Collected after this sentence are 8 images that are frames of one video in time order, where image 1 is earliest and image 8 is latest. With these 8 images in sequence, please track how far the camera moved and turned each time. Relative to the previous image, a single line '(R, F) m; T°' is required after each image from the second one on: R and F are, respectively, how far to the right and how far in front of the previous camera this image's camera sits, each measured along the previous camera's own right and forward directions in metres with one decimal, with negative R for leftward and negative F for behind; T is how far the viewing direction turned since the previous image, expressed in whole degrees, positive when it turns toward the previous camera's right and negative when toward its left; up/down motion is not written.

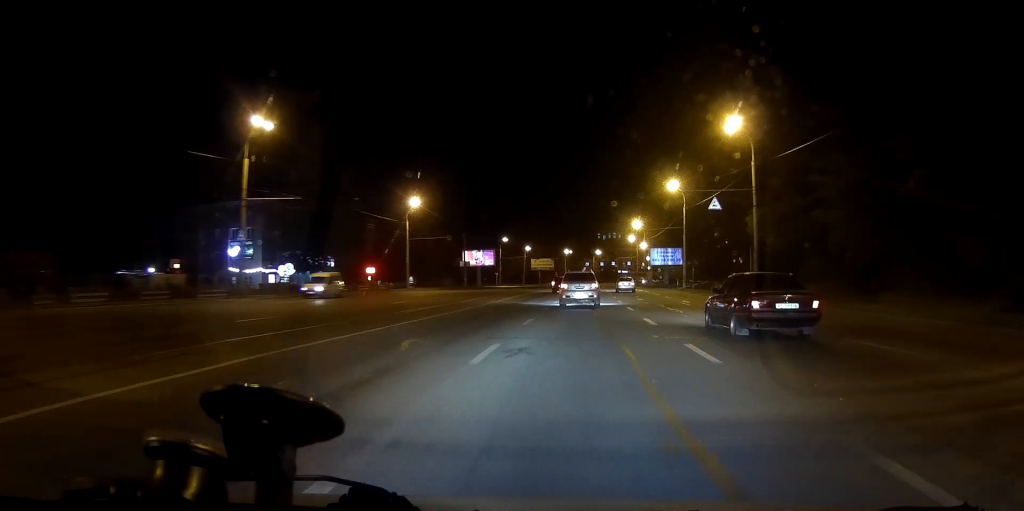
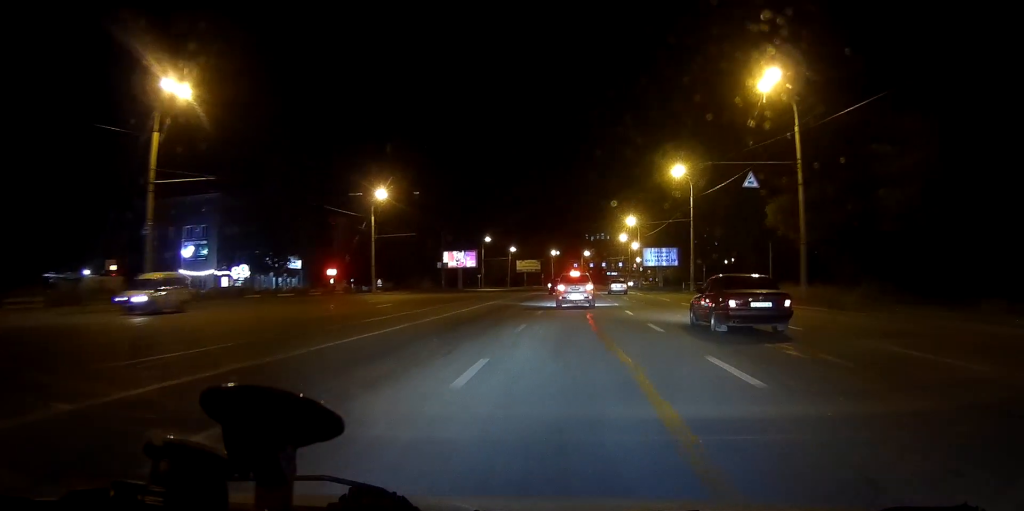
(0.0, +11.1) m; 0°
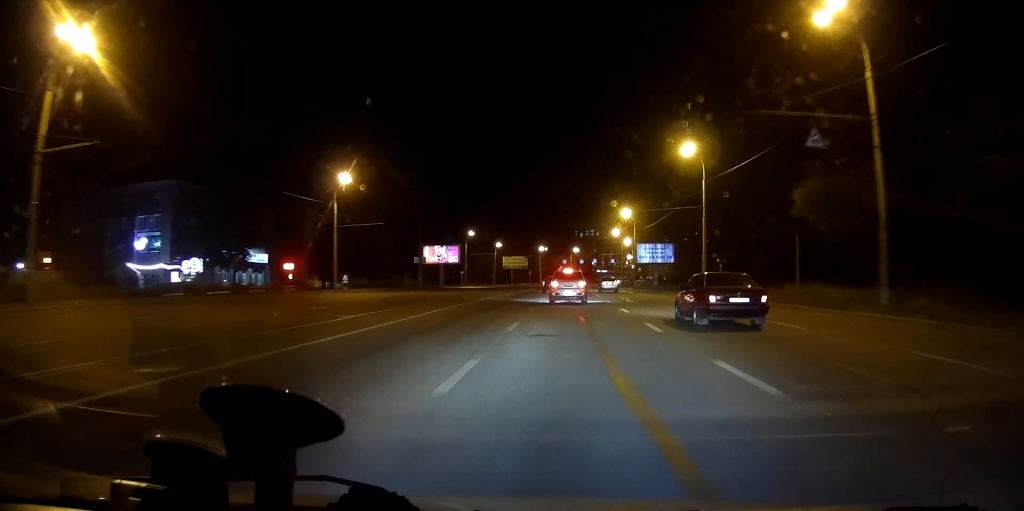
(0.0, +9.9) m; 0°
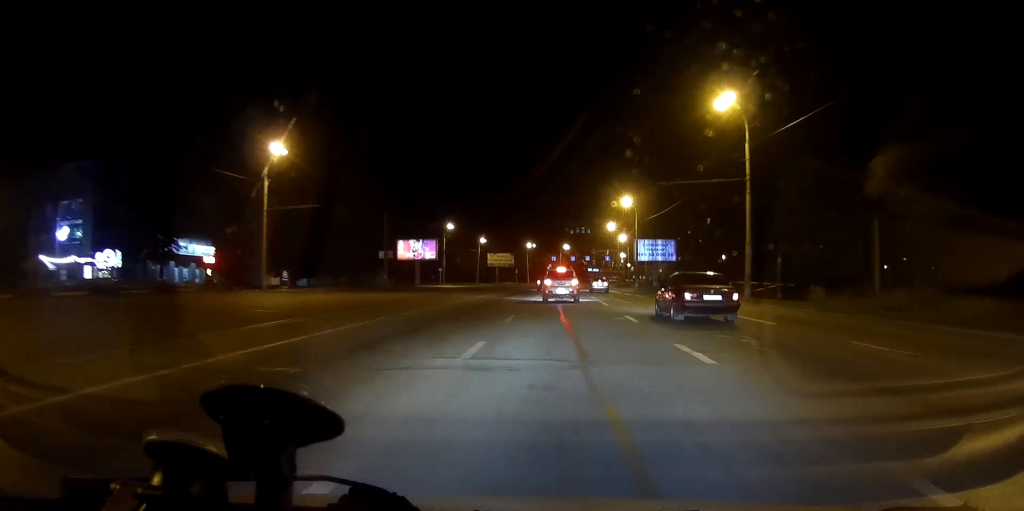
(0.0, +15.1) m; 0°
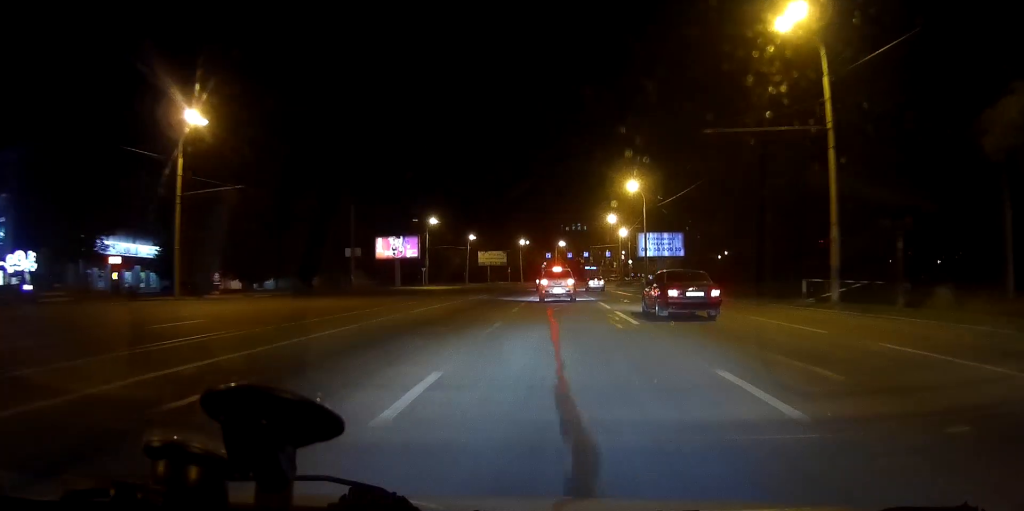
(0.0, +12.9) m; 0°
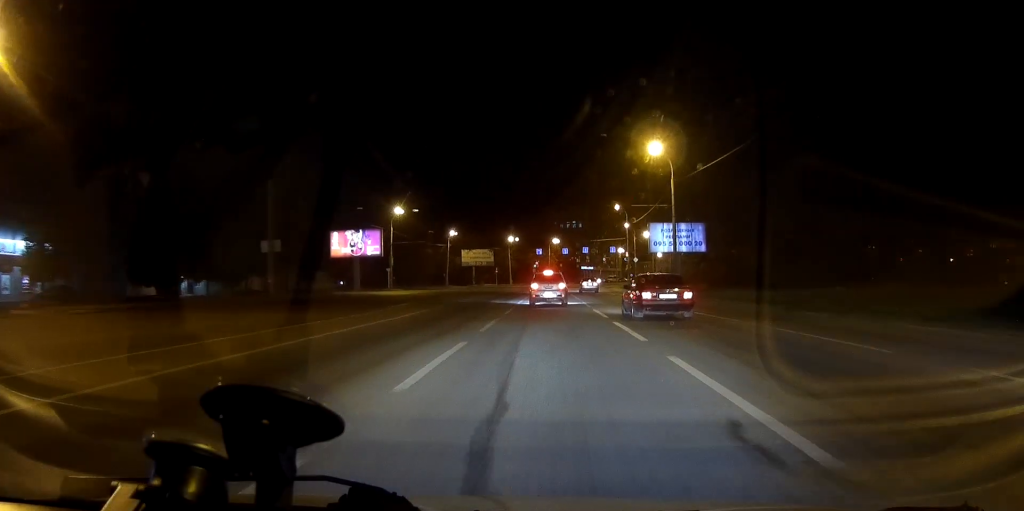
(-0.1, +21.7) m; +1°
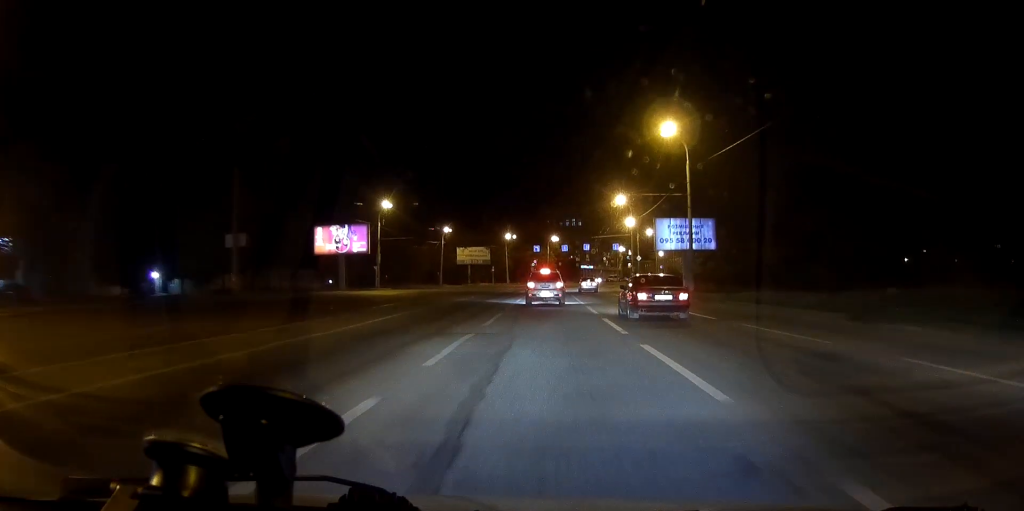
(+0.1, +6.6) m; +1°
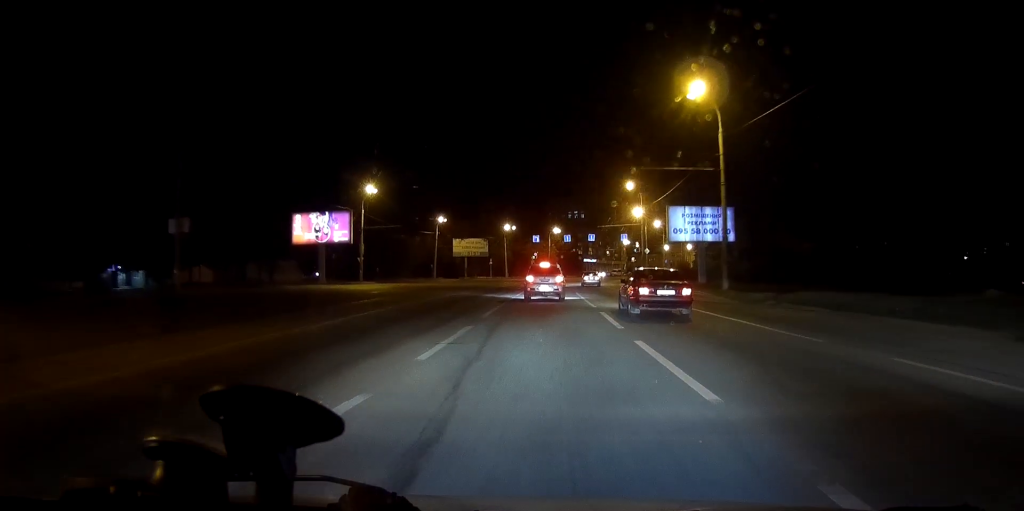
(+0.2, +9.2) m; +1°
